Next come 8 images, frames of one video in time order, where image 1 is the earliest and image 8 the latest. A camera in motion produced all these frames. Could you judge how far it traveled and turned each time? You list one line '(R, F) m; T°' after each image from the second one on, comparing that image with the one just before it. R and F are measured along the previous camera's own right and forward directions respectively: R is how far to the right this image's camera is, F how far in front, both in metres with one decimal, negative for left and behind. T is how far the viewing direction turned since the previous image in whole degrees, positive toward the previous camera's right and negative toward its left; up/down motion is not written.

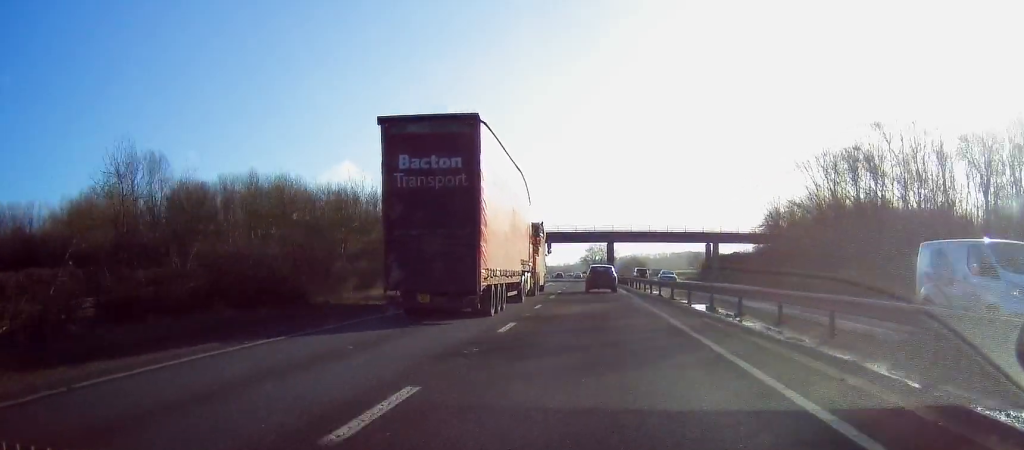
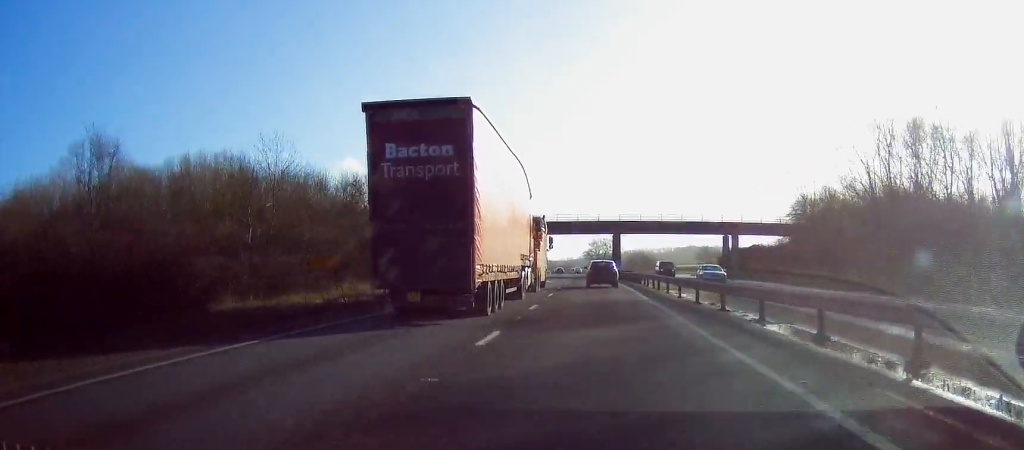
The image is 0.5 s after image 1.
(0.0, +12.7) m; 0°
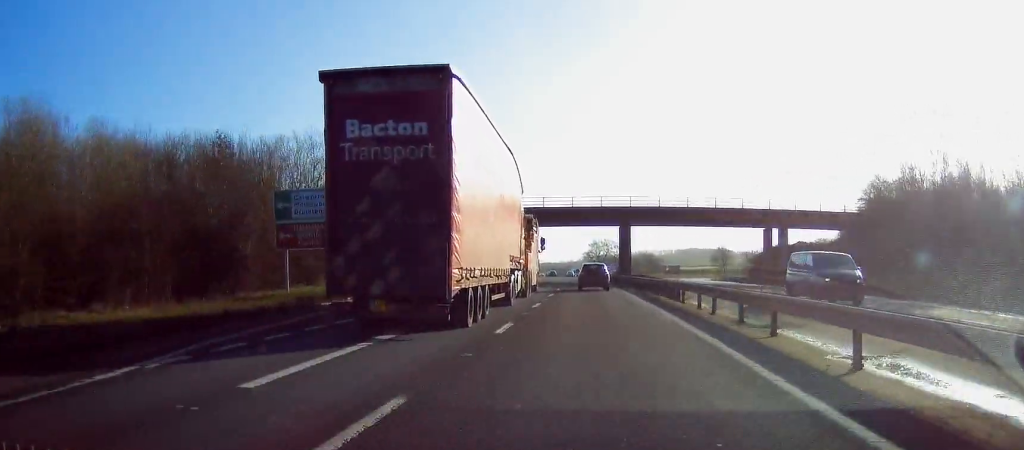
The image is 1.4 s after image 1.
(0.0, +25.7) m; 0°
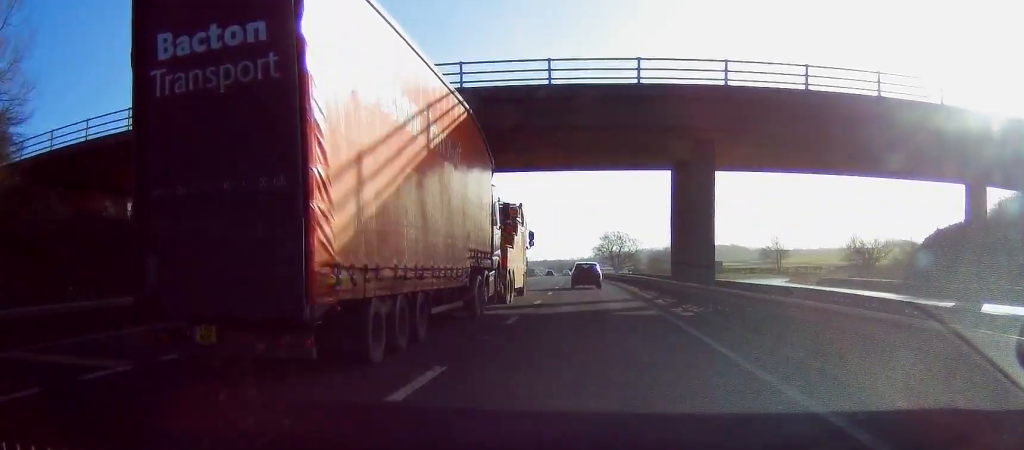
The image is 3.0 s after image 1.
(-0.5, +44.8) m; -1°
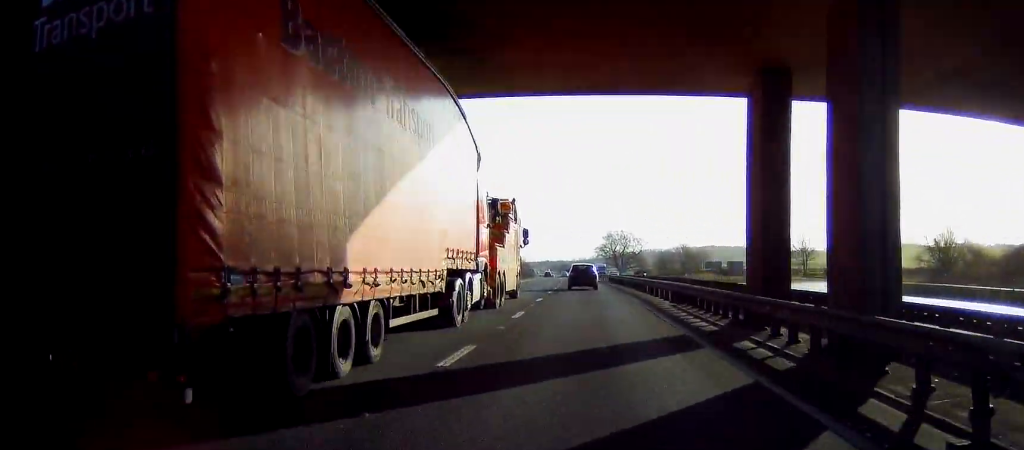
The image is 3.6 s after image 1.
(-0.1, +16.3) m; 0°
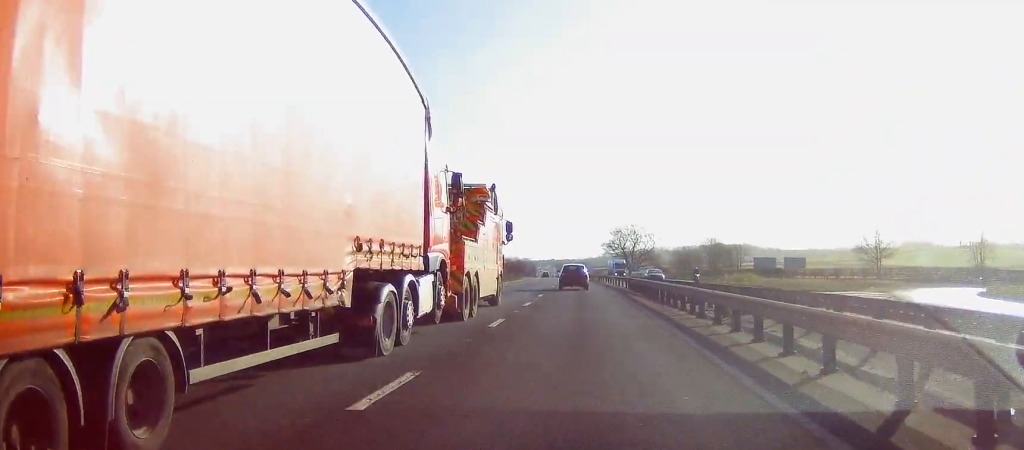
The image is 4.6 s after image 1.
(+0.1, +31.2) m; 0°
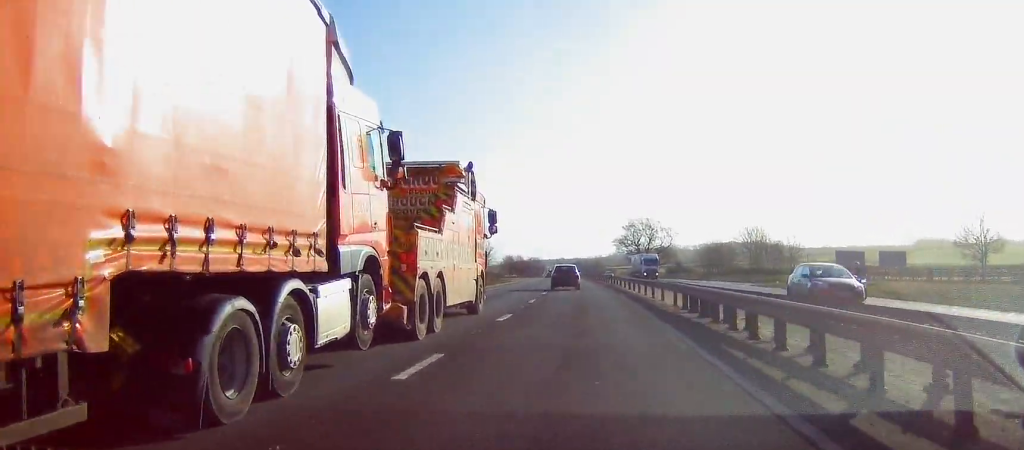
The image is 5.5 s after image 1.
(+0.1, +25.9) m; -1°
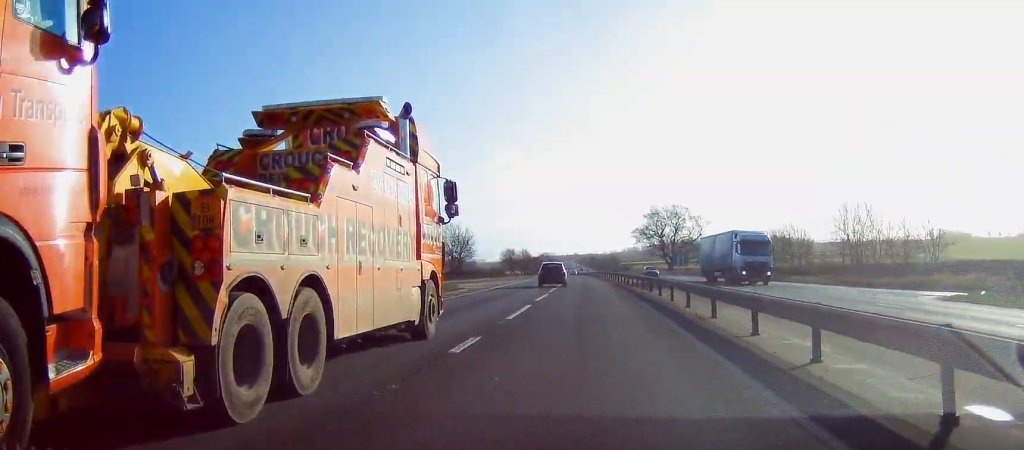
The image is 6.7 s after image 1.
(-0.8, +35.8) m; -1°
